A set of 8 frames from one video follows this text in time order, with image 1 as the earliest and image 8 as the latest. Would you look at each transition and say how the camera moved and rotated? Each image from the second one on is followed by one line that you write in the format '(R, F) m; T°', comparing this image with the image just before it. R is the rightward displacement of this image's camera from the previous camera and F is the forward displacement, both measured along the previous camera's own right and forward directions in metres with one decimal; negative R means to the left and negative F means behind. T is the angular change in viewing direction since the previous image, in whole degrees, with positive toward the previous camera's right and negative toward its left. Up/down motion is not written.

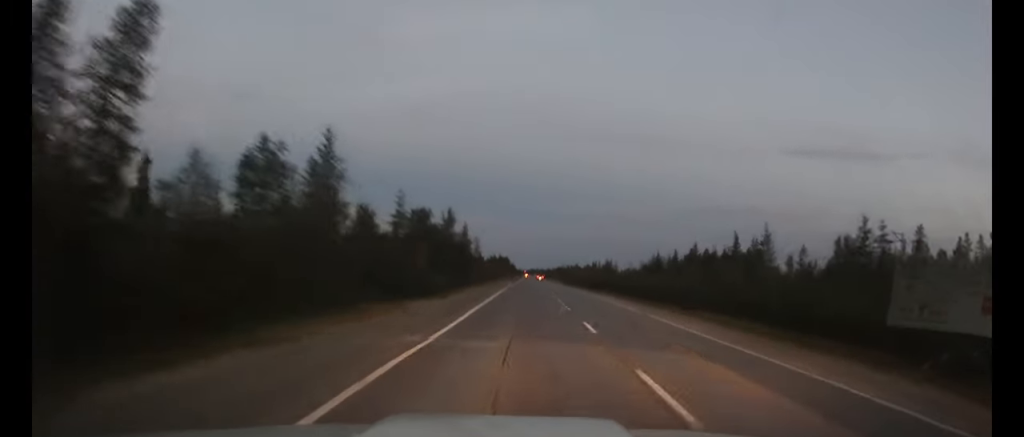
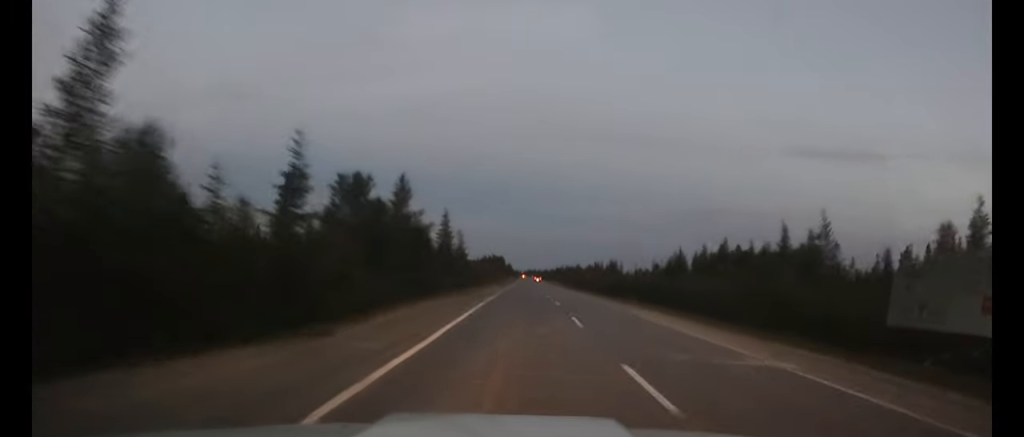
(+0.1, +18.2) m; +1°
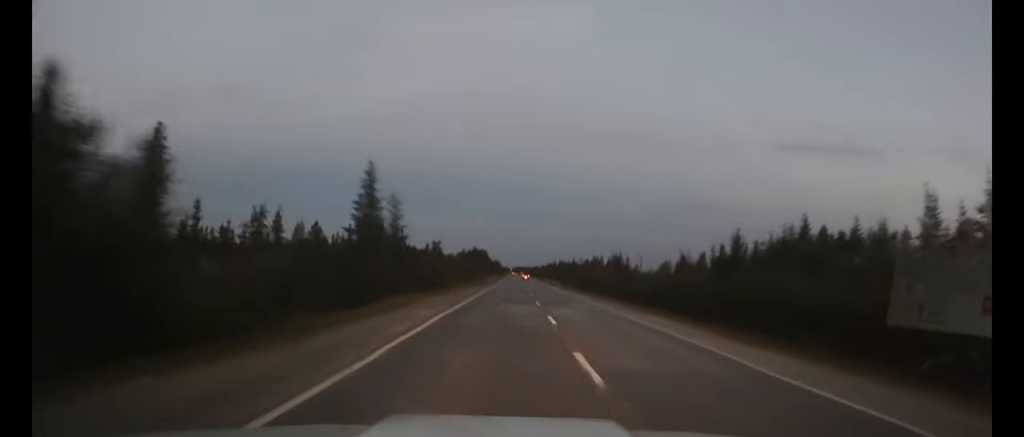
(+0.2, +30.9) m; +1°
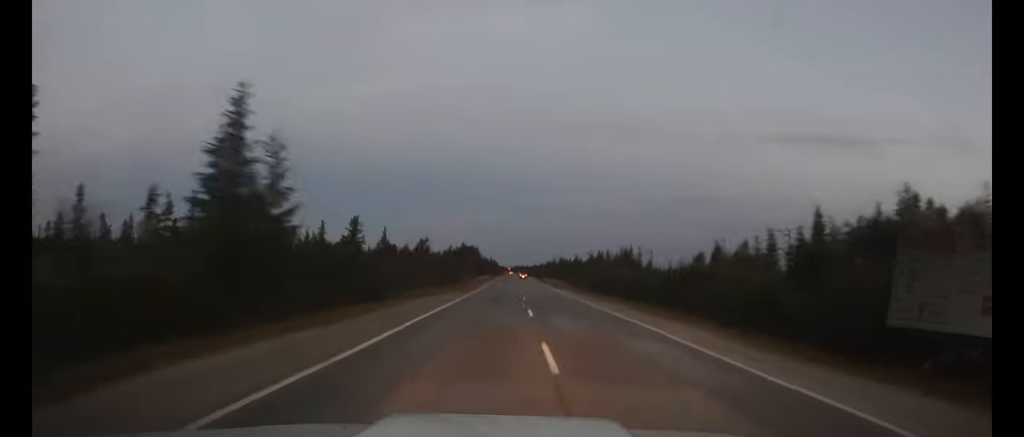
(+0.1, +20.1) m; +1°
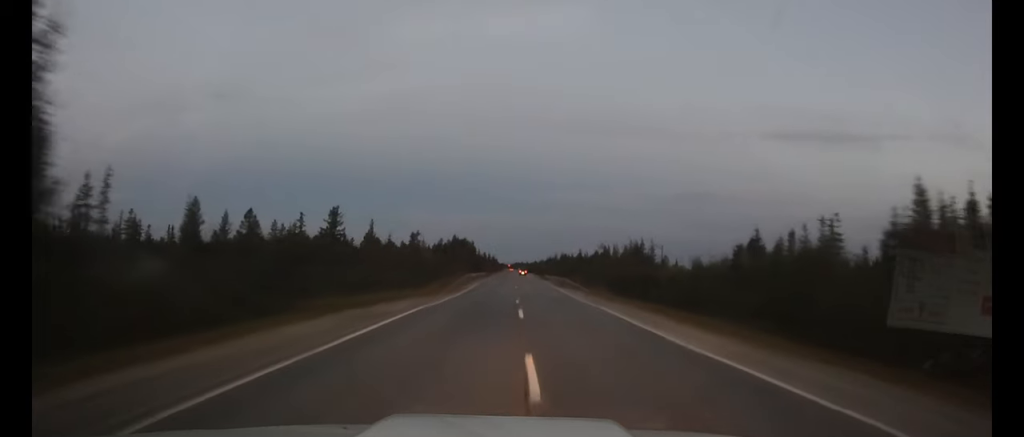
(+0.1, +14.1) m; 0°
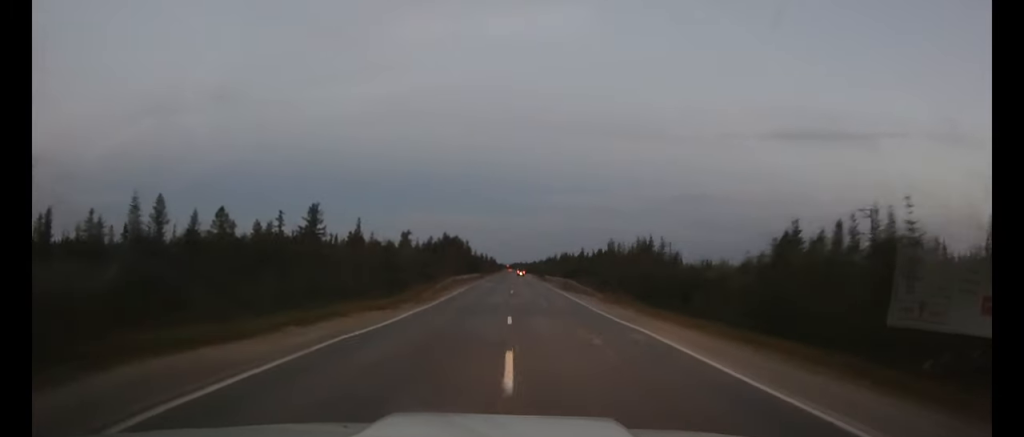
(0.0, +10.8) m; 0°
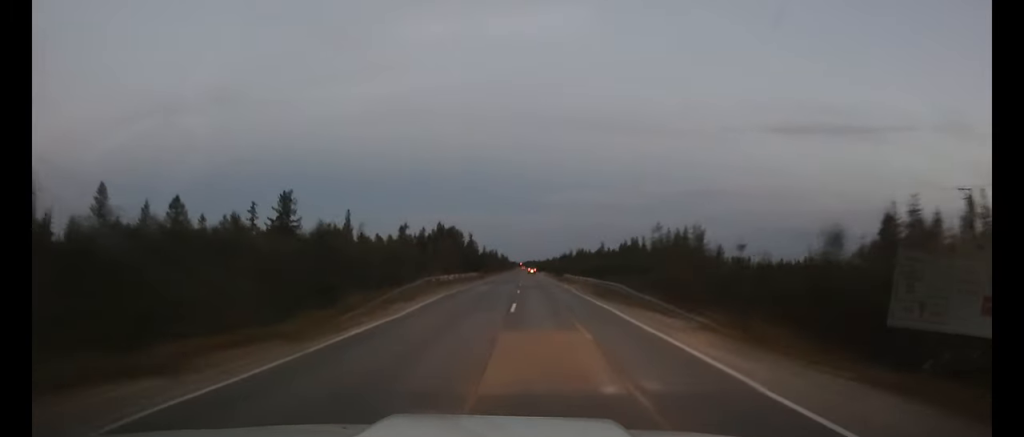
(0.0, +18.0) m; 0°
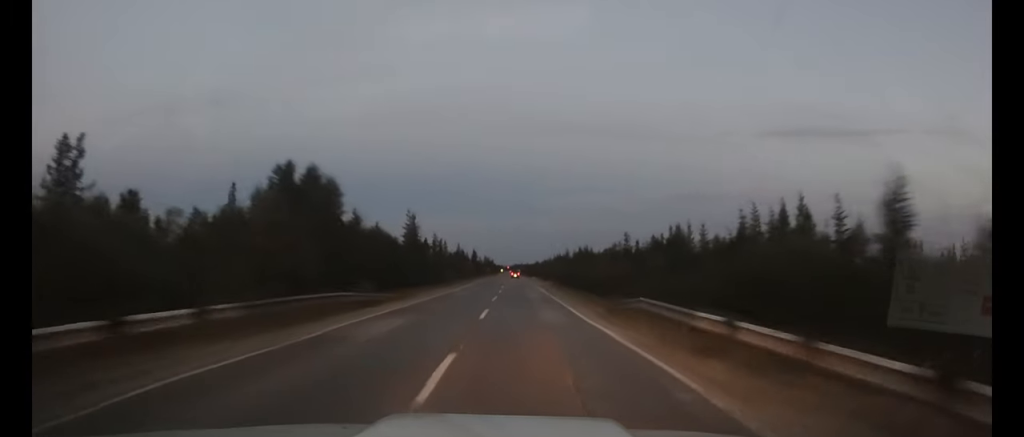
(-0.5, +50.0) m; 0°
